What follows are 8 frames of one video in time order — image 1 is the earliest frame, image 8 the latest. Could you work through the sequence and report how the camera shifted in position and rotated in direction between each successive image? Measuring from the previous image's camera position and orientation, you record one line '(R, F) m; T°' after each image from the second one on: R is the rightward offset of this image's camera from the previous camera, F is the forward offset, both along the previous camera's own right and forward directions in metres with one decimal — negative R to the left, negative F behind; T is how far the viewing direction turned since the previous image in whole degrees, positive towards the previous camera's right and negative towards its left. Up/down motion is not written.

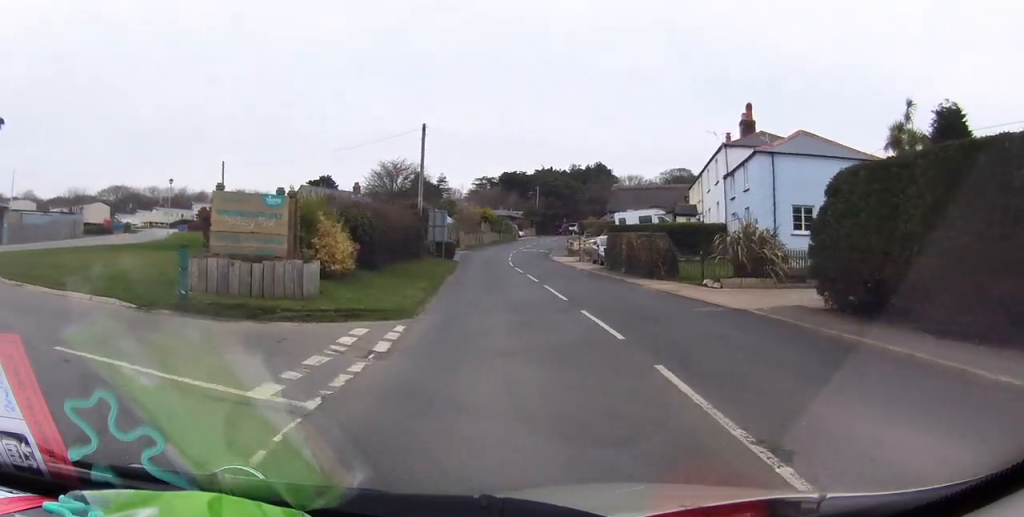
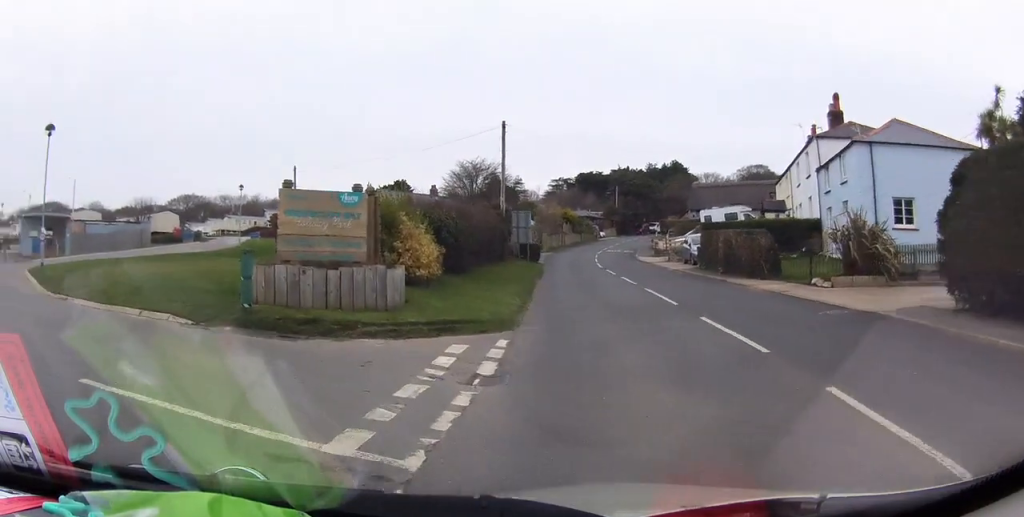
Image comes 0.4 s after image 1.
(+0.1, +1.5) m; +2°
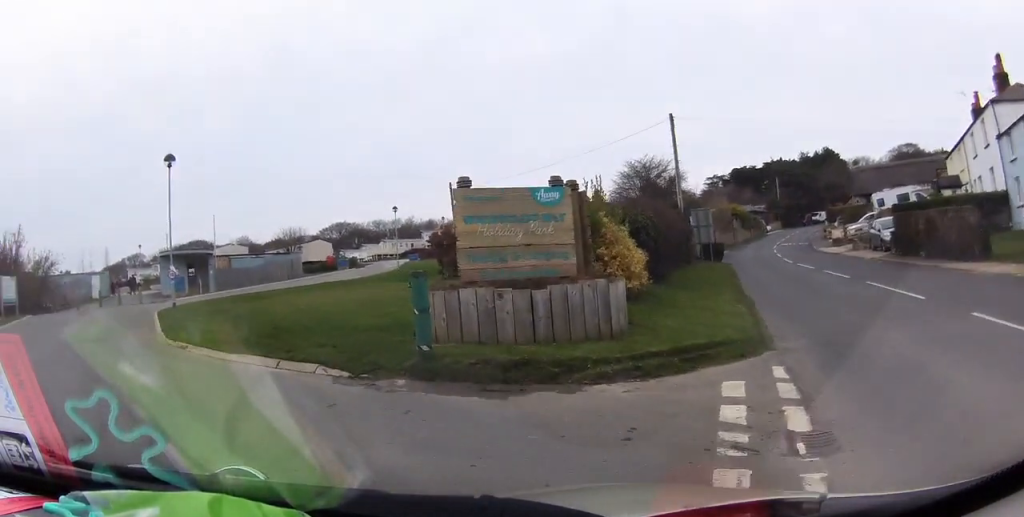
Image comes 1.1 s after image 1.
(0.0, +2.5) m; -3°
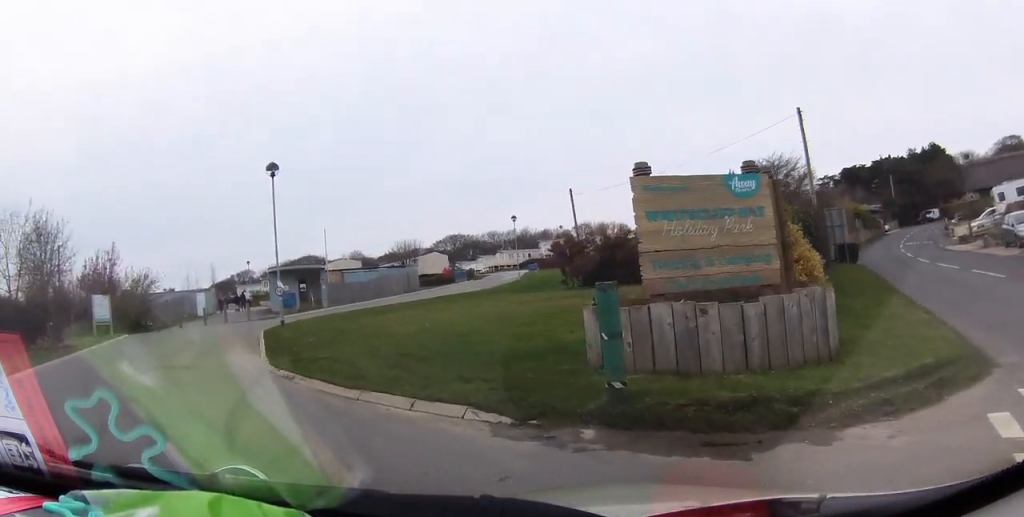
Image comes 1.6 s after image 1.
(+0.1, +1.6) m; -3°
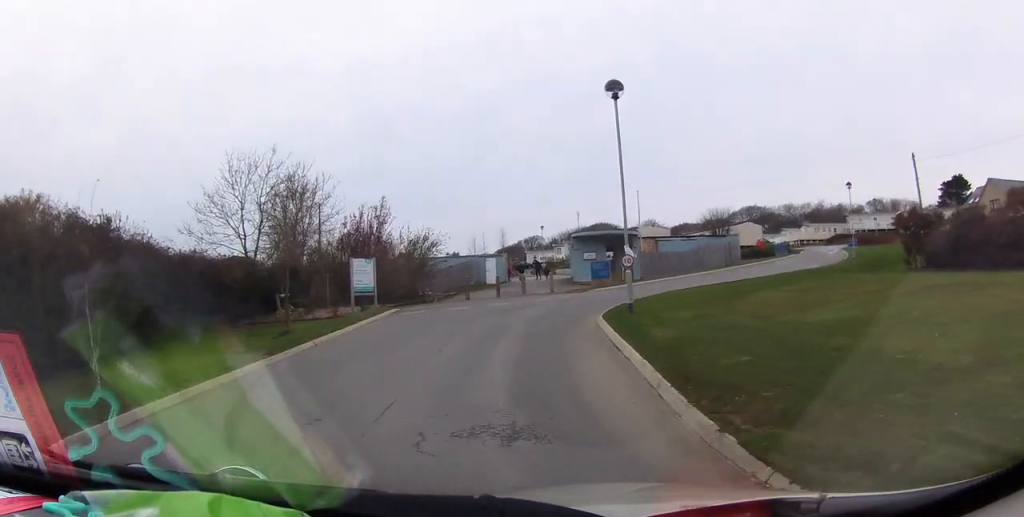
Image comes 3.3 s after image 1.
(-3.6, +3.5) m; -78°
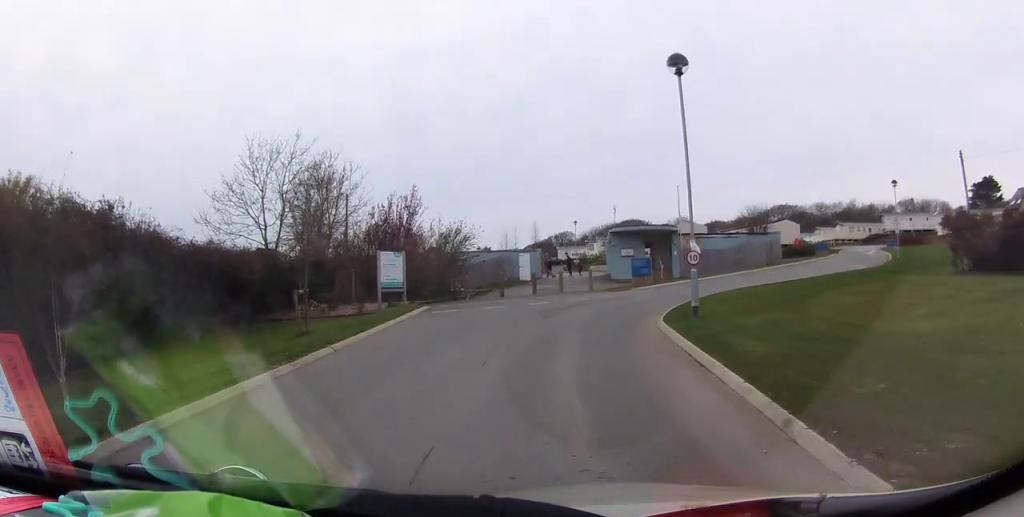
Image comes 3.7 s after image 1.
(-0.4, +2.2) m; -10°
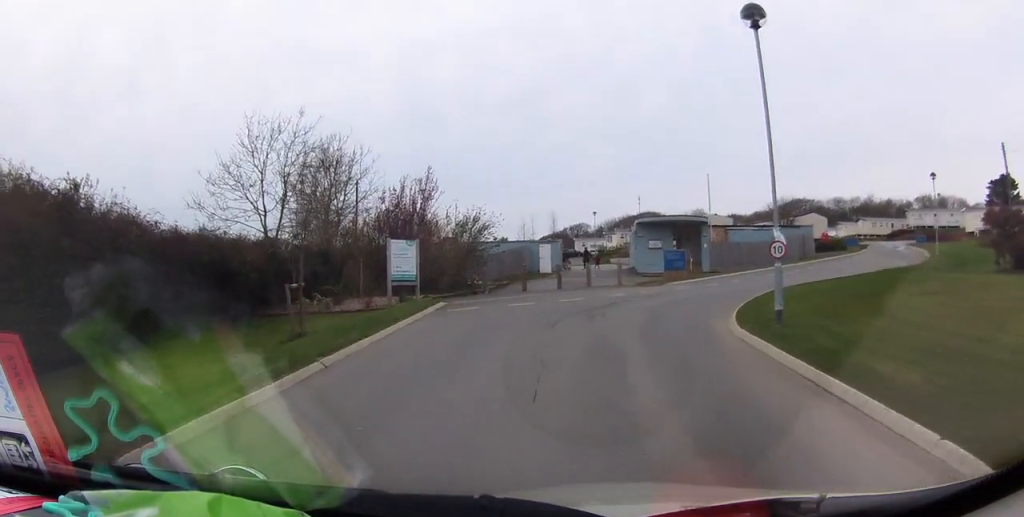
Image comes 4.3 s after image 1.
(0.0, +3.7) m; 0°
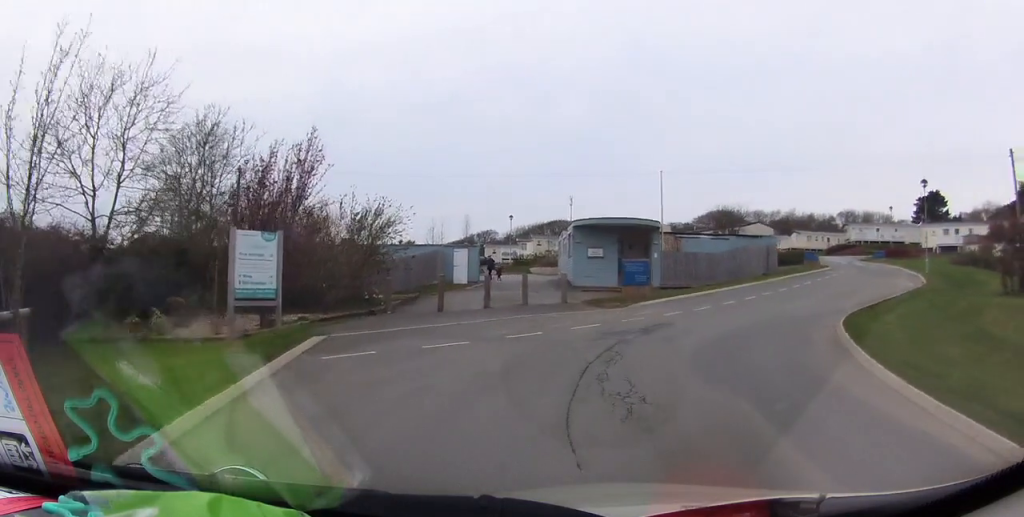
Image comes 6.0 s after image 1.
(+0.3, +10.6) m; +12°
